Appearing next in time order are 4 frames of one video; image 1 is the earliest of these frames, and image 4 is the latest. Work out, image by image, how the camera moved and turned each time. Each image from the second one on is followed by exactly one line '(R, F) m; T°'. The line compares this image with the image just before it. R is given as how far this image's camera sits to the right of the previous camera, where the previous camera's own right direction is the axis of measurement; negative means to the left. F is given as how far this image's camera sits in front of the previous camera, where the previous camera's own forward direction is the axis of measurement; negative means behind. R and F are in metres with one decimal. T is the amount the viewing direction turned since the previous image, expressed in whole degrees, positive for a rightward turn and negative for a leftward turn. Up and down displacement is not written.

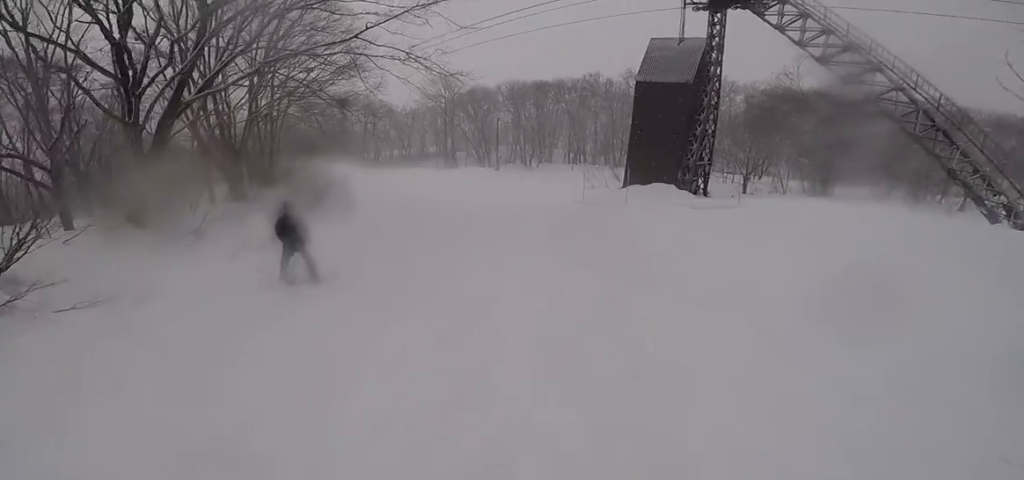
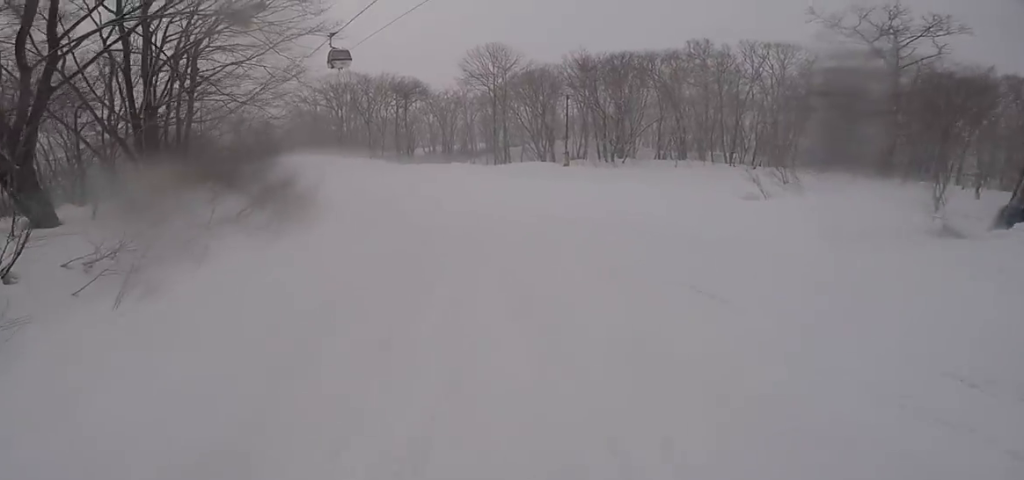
(+0.1, +20.0) m; -10°
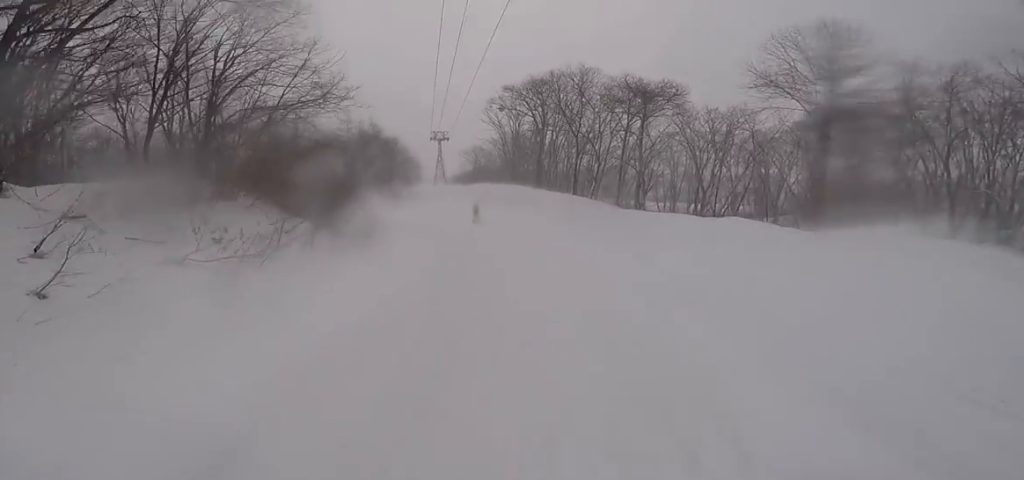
(-3.4, +24.8) m; -25°
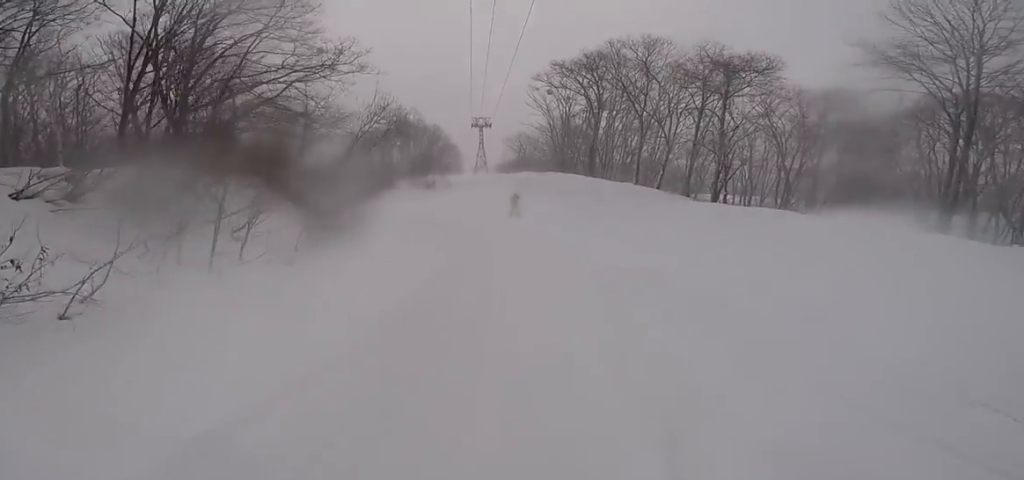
(-0.7, +5.4) m; -7°
